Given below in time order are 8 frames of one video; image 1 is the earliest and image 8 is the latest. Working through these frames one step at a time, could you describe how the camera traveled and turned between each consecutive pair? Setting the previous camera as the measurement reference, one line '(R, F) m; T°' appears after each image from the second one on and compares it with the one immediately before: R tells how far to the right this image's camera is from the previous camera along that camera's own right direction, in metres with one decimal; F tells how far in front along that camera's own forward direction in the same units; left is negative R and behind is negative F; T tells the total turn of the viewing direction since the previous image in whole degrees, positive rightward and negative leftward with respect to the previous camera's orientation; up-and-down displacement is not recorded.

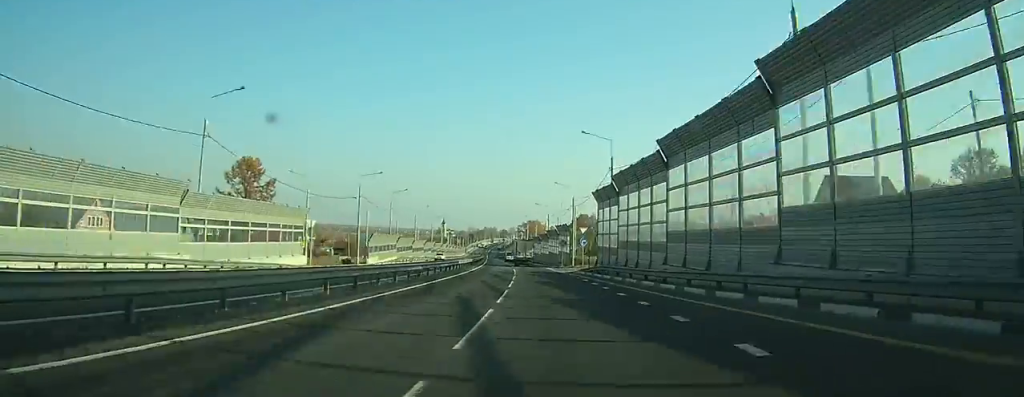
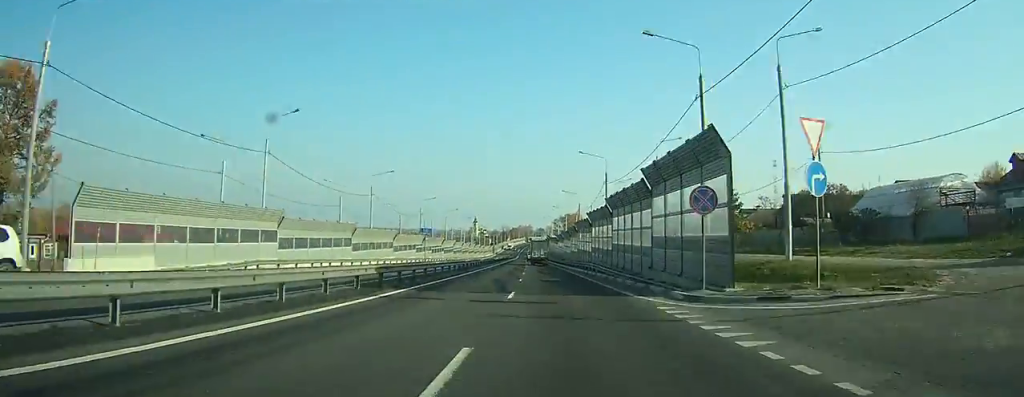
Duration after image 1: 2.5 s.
(-2.4, +54.7) m; -4°
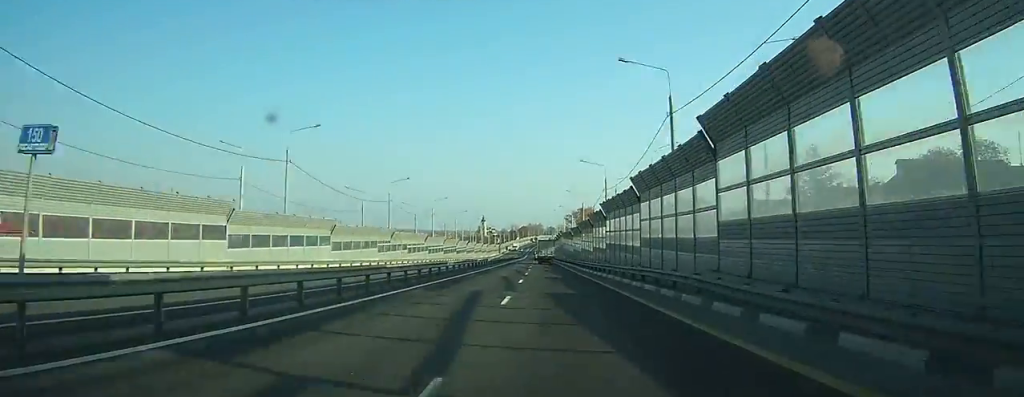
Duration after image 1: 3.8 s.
(-0.3, +26.3) m; -1°
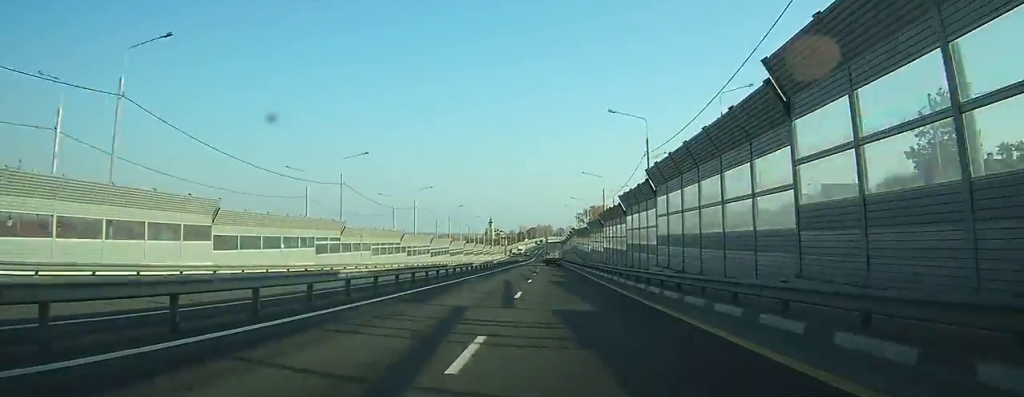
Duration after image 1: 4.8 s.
(-0.1, +19.5) m; -1°
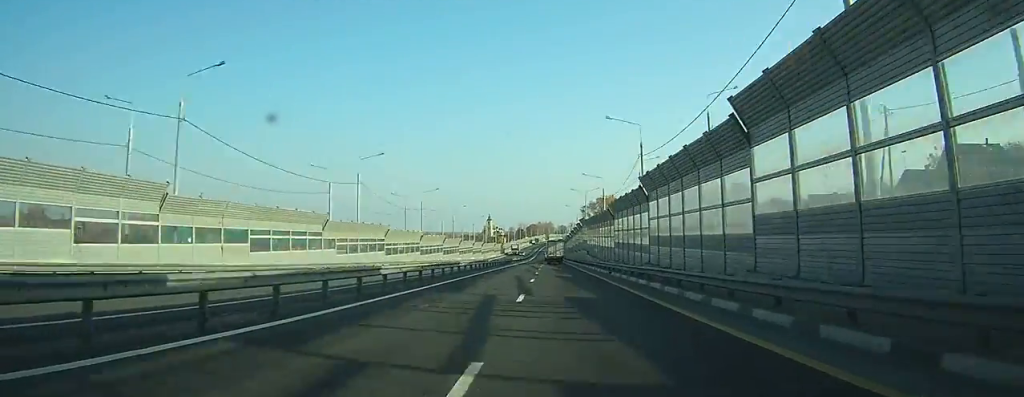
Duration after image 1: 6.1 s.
(-0.2, +24.6) m; 0°
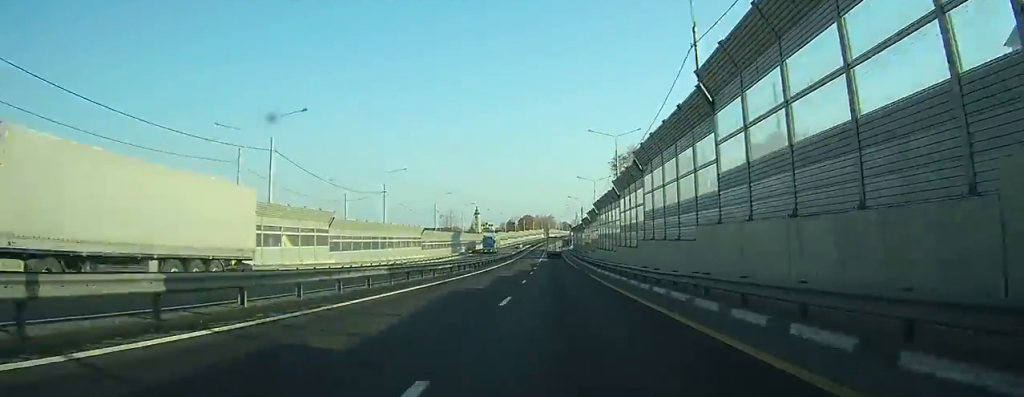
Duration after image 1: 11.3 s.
(-0.5, +107.0) m; -1°
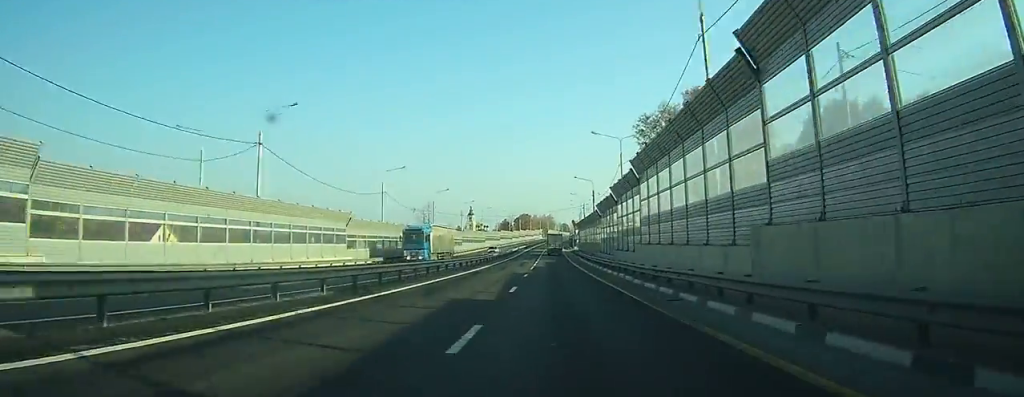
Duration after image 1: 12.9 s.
(-0.2, +34.1) m; 0°
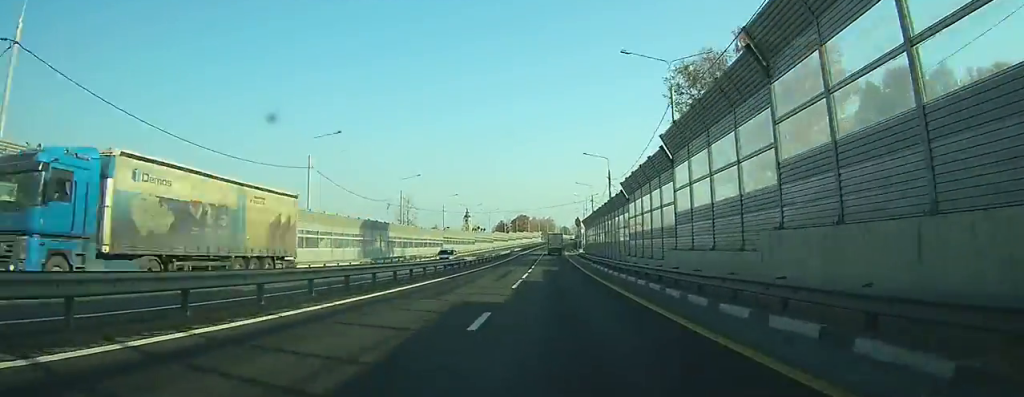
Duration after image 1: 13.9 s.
(0.0, +23.9) m; 0°
